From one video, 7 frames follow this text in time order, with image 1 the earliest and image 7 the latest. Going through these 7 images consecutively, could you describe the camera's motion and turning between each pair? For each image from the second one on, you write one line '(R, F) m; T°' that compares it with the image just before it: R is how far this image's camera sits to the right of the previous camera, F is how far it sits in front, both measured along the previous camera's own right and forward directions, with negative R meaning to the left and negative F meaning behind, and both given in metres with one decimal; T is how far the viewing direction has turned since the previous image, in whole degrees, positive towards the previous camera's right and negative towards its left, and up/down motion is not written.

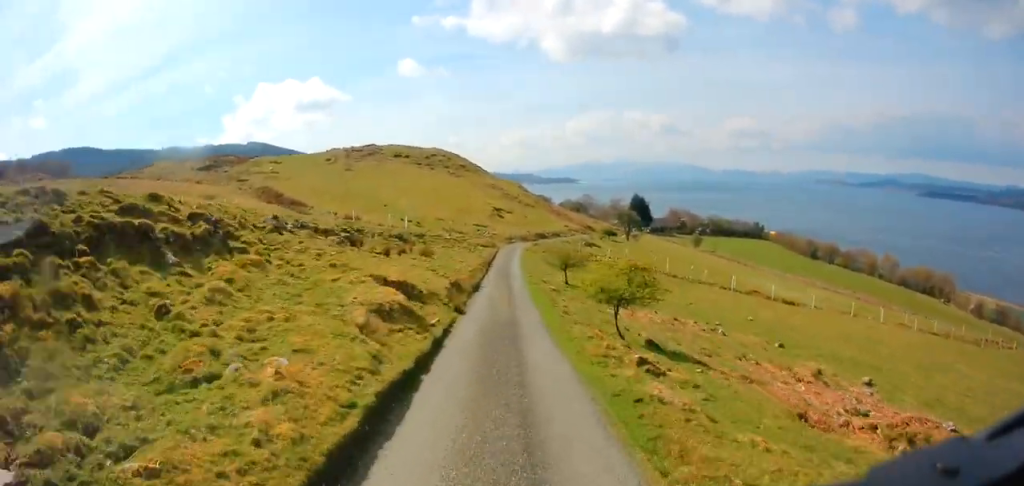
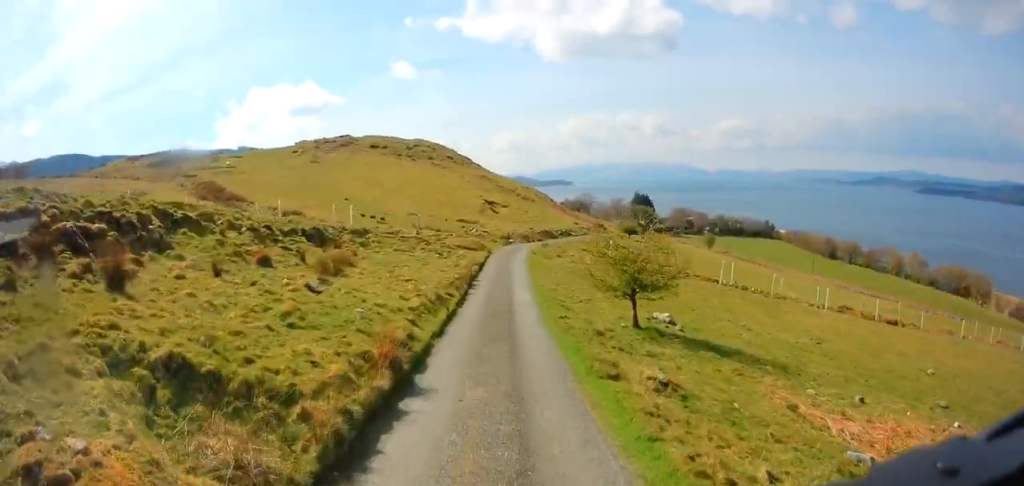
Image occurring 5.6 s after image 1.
(+0.5, +24.7) m; +2°
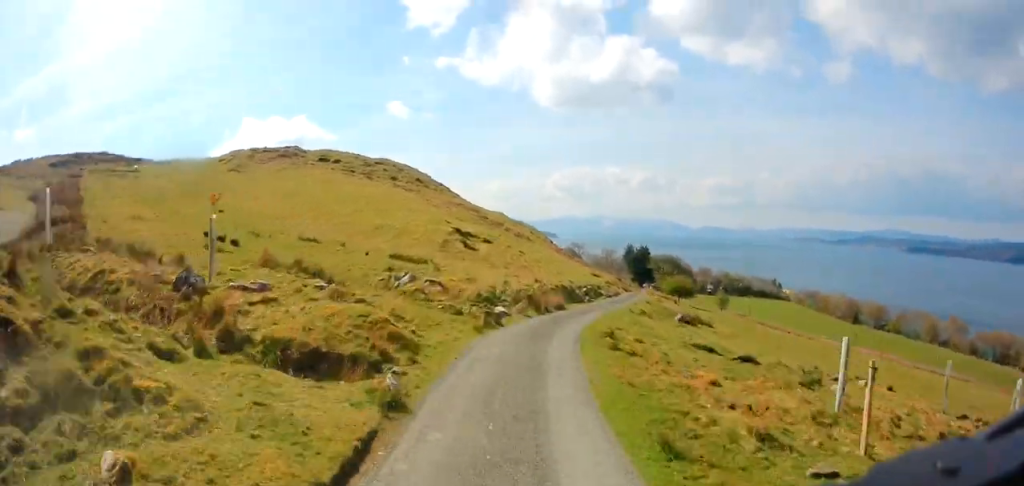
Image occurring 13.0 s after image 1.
(+0.5, +32.2) m; +8°
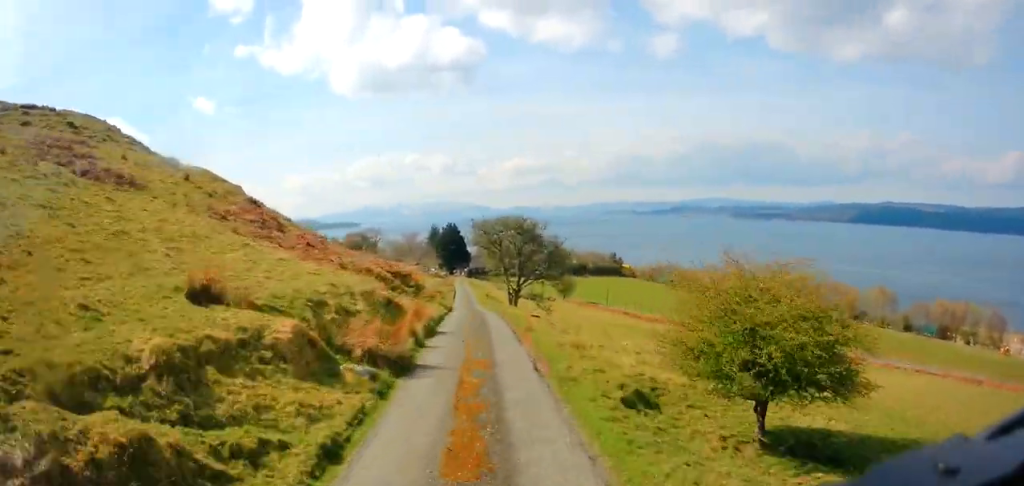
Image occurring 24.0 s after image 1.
(+6.8, +44.2) m; +10°
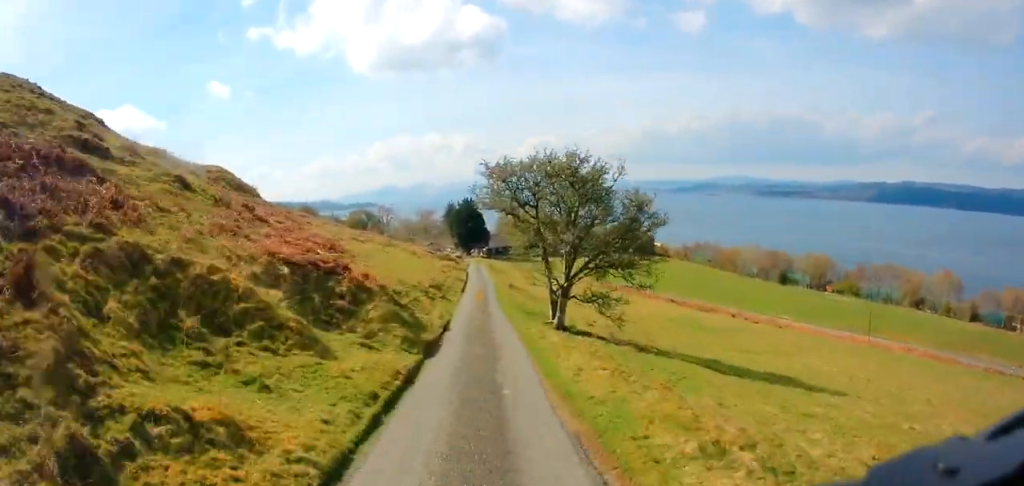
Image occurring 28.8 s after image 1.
(-0.3, +18.1) m; -2°
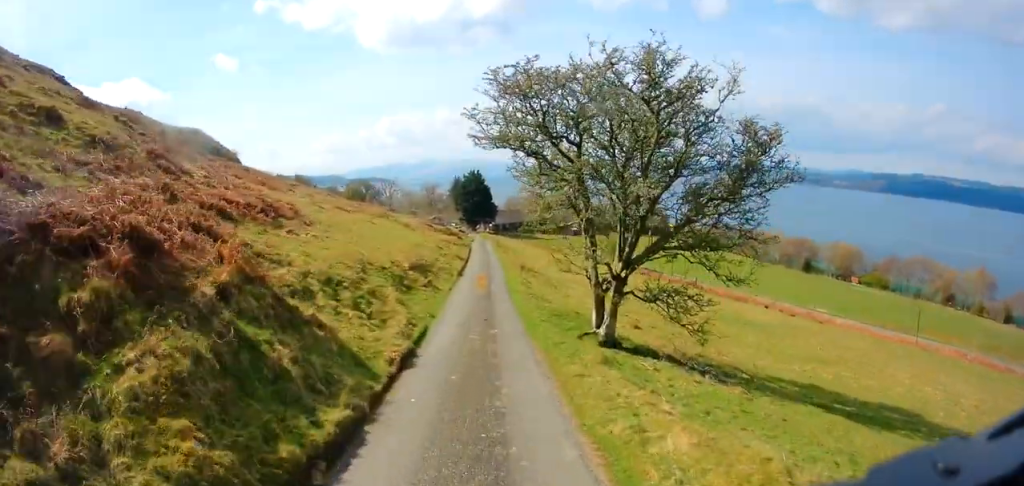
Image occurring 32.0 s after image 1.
(-0.3, +12.5) m; 0°
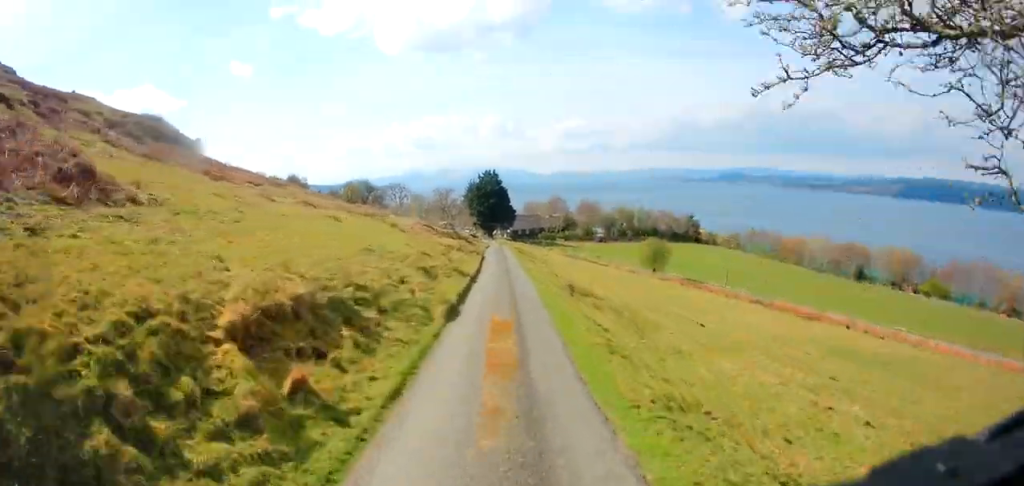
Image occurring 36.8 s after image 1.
(+0.2, +20.4) m; 0°
